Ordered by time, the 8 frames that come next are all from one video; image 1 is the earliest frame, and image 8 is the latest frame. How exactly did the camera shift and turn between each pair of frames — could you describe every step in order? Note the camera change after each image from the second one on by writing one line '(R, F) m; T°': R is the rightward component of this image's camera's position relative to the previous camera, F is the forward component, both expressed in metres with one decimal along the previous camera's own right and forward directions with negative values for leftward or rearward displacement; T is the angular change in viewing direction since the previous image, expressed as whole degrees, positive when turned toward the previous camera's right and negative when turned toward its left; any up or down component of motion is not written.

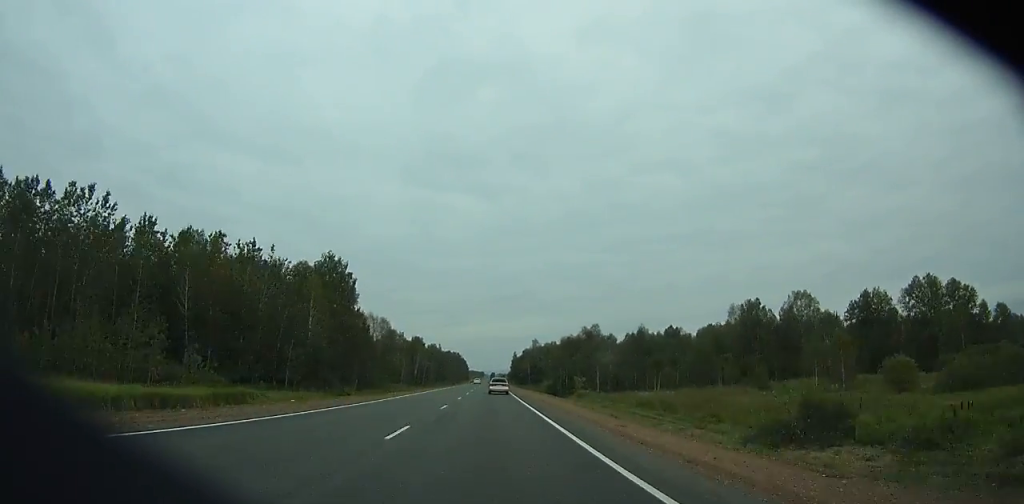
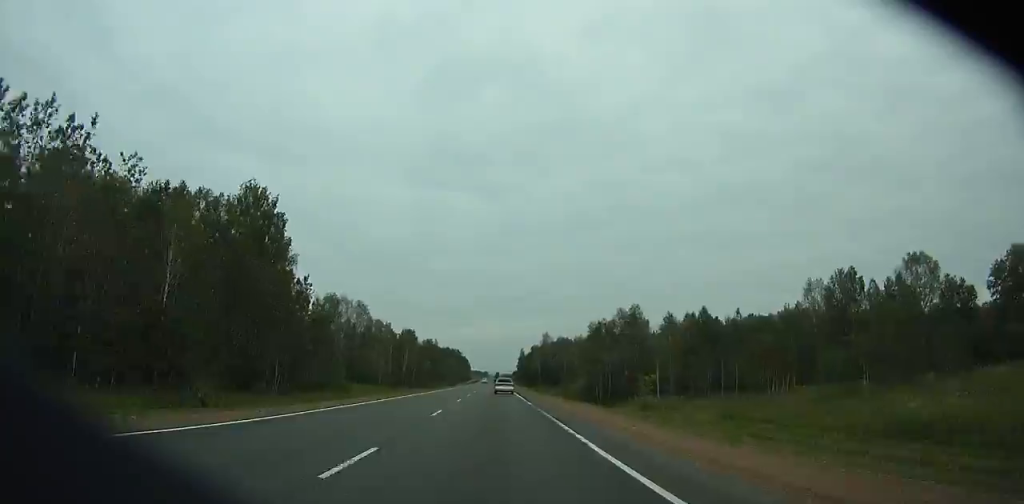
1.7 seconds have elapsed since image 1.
(+0.1, +41.1) m; 0°
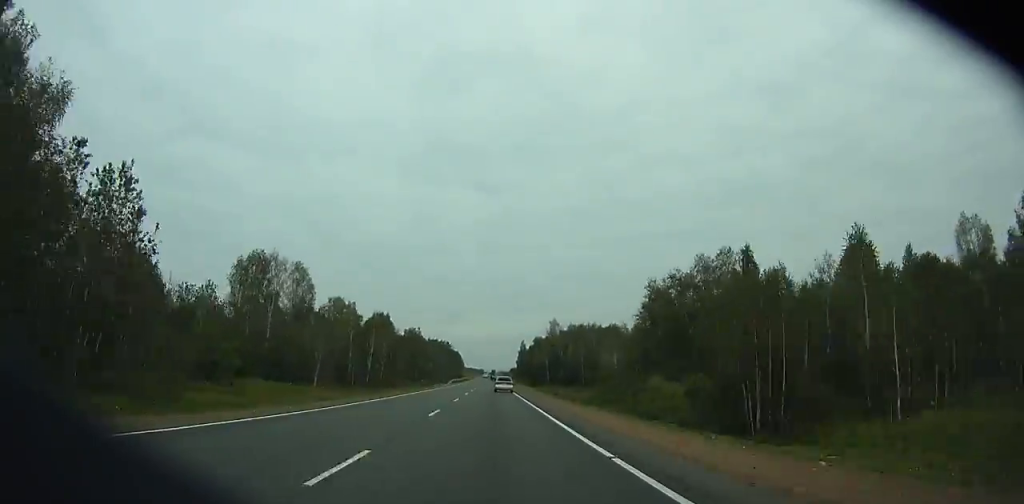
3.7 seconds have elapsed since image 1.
(-0.1, +48.1) m; 0°
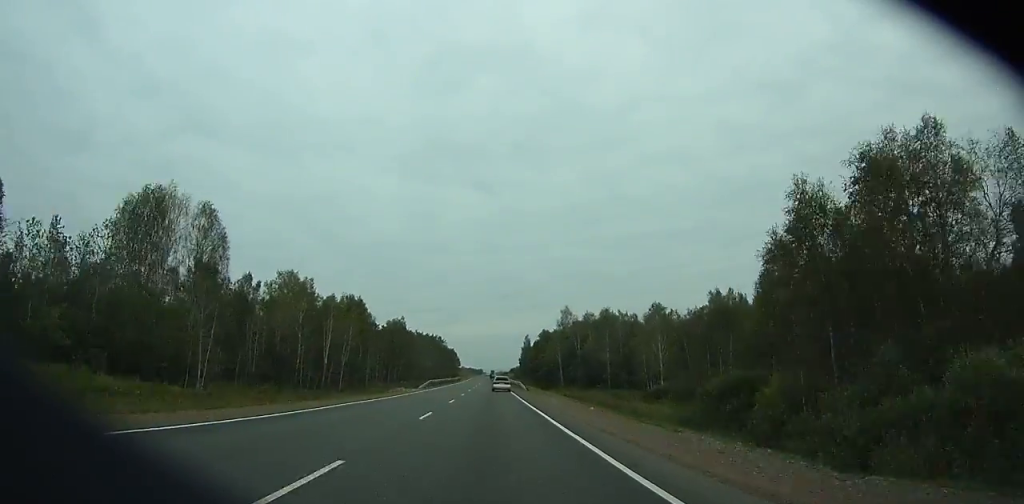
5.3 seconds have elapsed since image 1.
(+0.1, +38.4) m; 0°
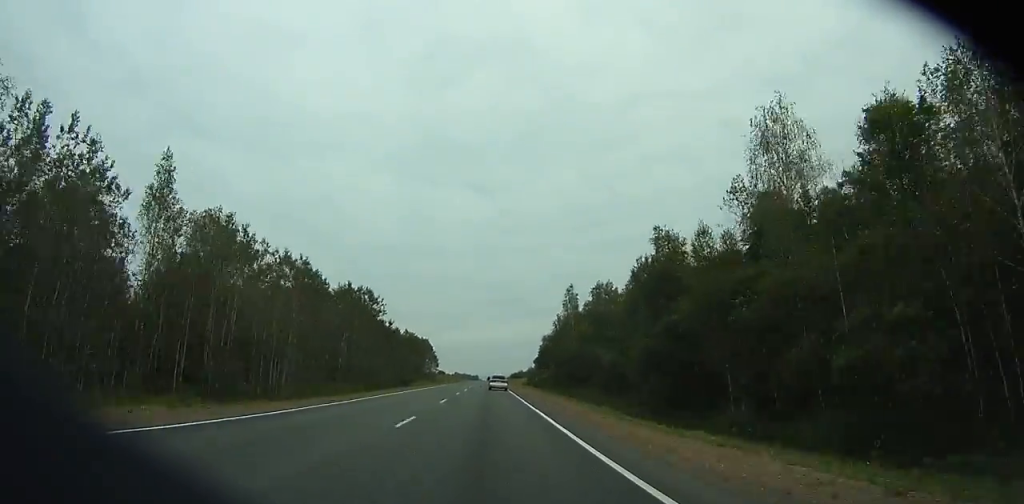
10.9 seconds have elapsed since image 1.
(+0.2, +133.8) m; 0°
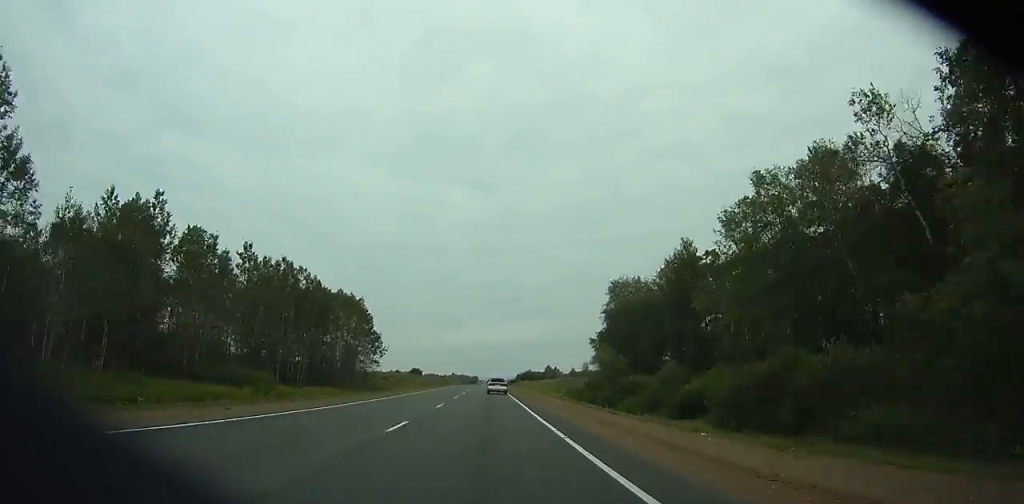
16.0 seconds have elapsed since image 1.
(+0.4, +120.2) m; 0°
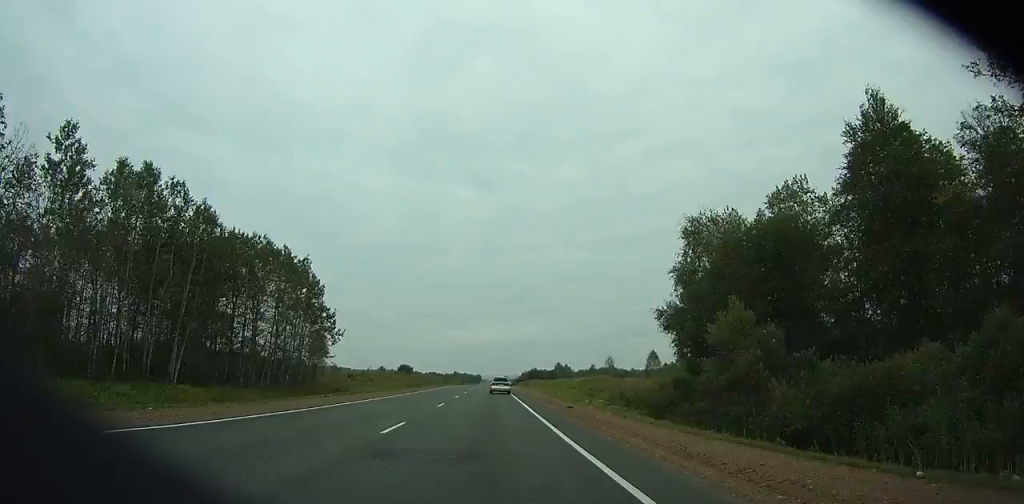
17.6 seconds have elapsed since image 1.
(-0.1, +36.8) m; 0°
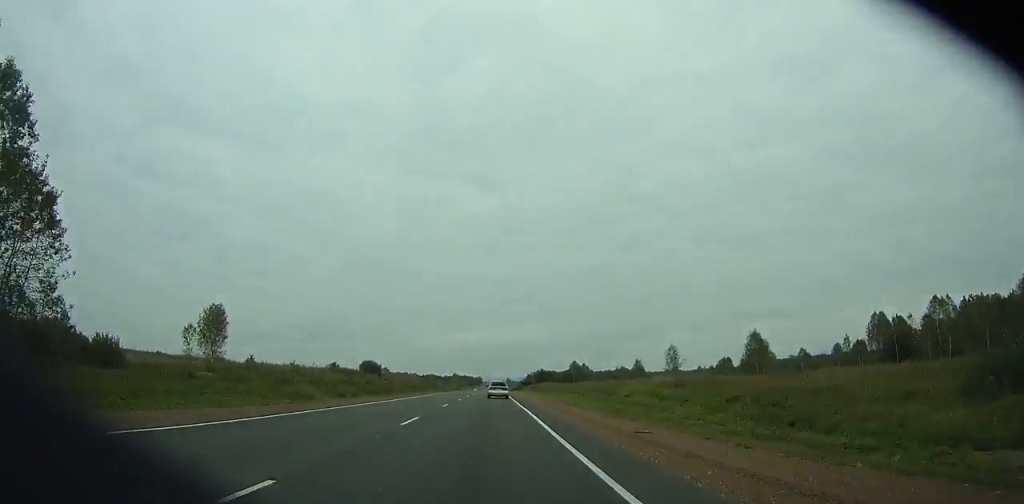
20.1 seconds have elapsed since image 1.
(-0.1, +56.9) m; 0°
